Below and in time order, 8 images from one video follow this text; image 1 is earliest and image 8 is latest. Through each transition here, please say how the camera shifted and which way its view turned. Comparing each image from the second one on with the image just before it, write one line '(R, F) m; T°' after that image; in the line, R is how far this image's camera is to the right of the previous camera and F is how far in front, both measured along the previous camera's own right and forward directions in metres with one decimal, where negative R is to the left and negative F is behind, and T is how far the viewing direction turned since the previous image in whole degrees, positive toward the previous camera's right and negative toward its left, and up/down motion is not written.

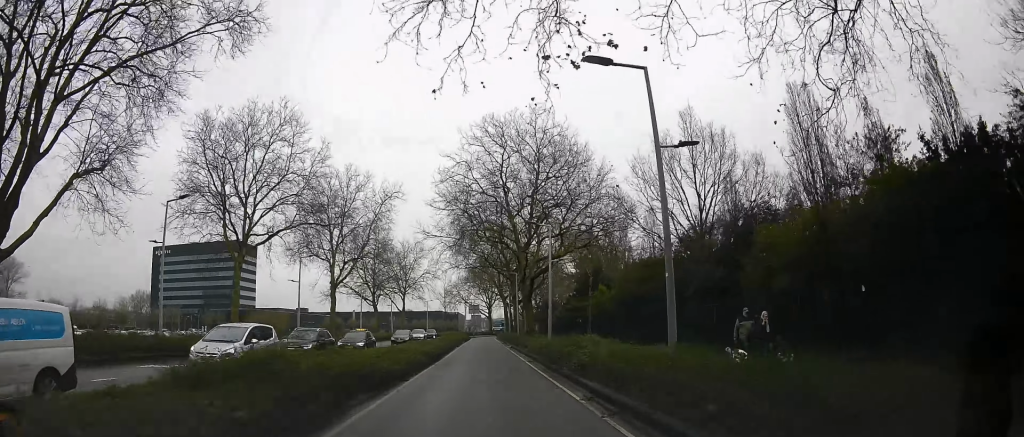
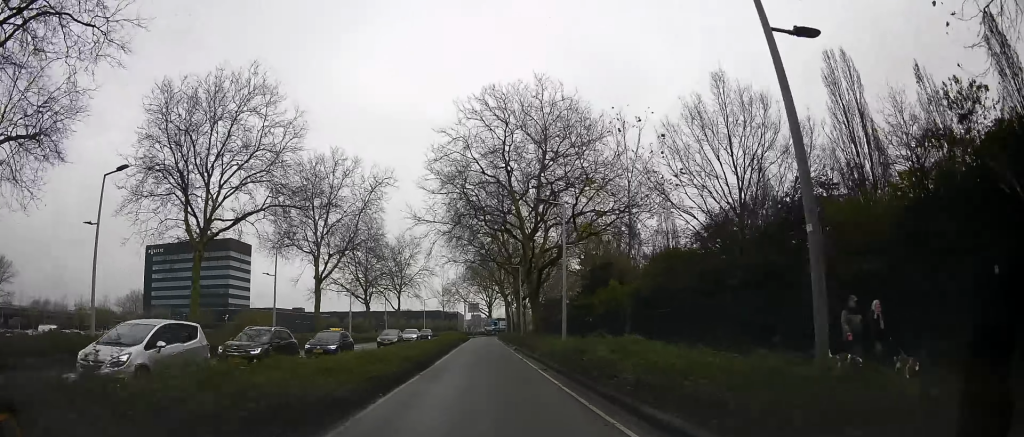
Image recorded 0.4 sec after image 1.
(0.0, +4.6) m; 0°
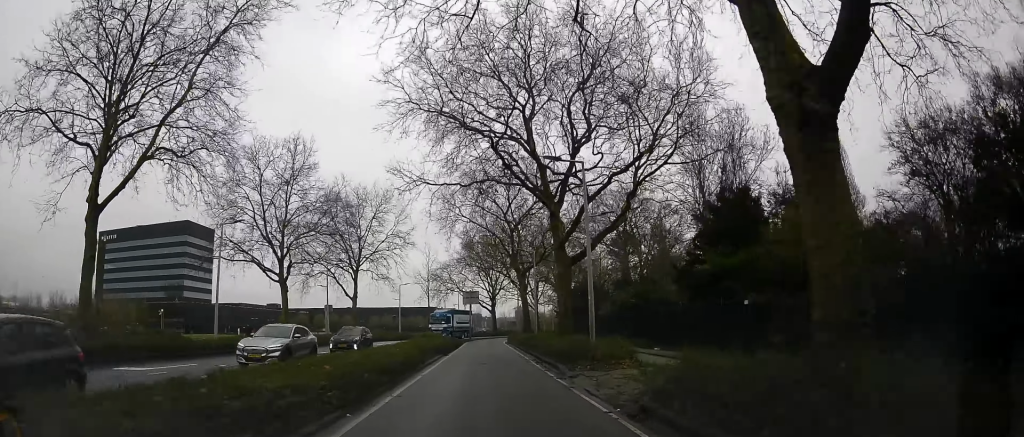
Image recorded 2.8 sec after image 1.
(-0.4, +29.2) m; -2°
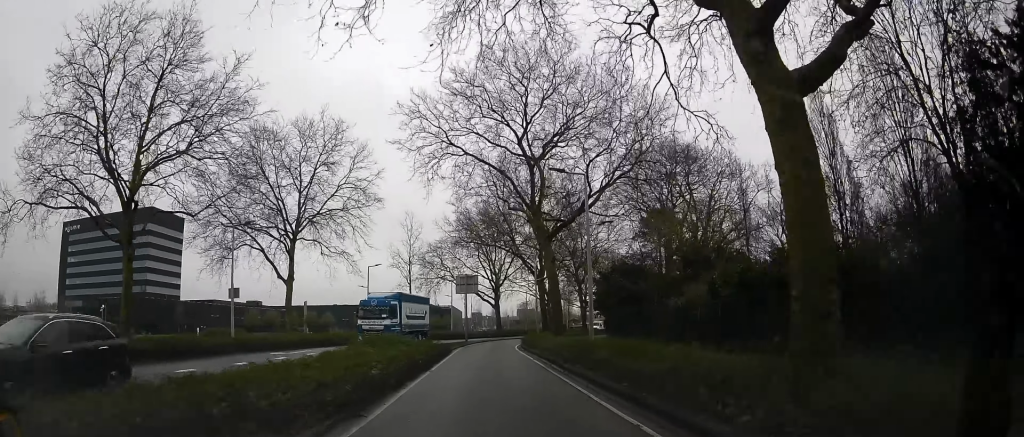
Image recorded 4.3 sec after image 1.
(-0.1, +19.3) m; -1°
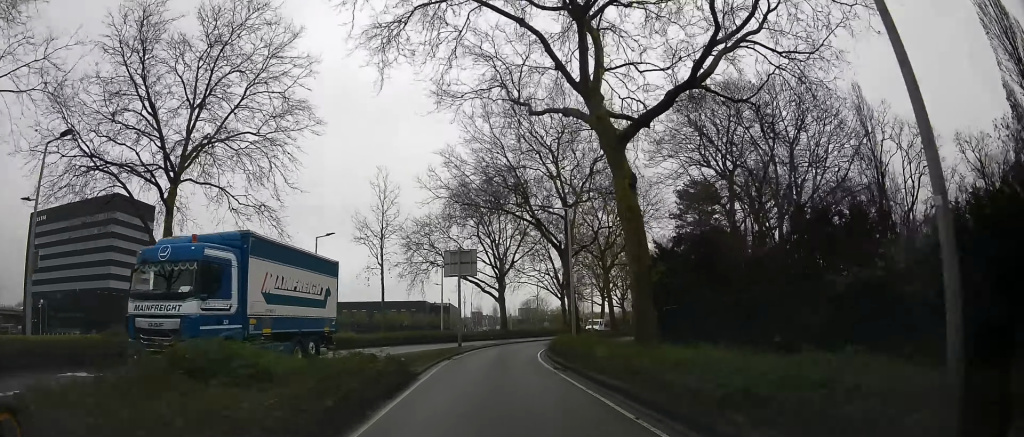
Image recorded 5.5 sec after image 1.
(0.0, +15.8) m; 0°
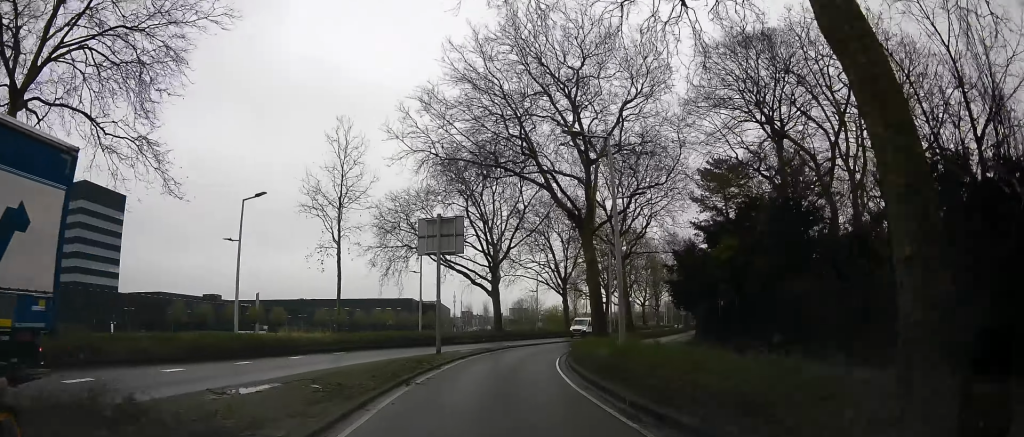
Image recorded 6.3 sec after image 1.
(+0.1, +10.1) m; 0°
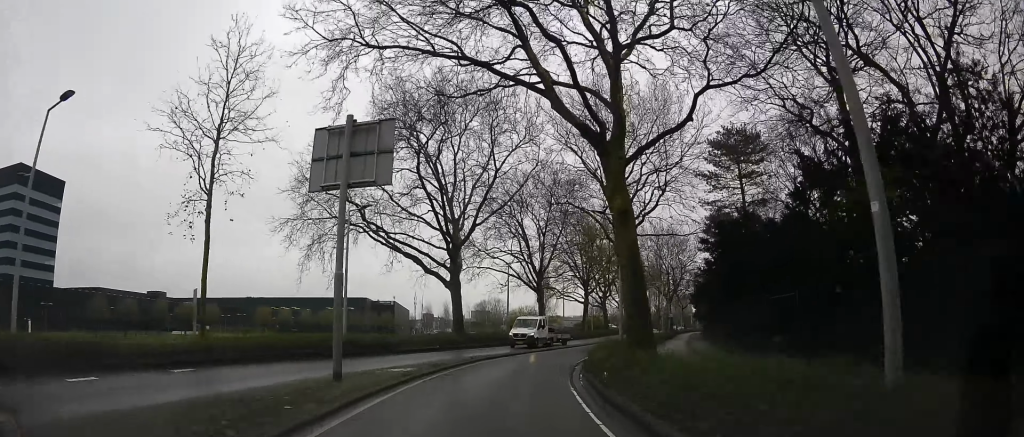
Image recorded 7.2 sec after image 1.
(-0.1, +11.7) m; 0°
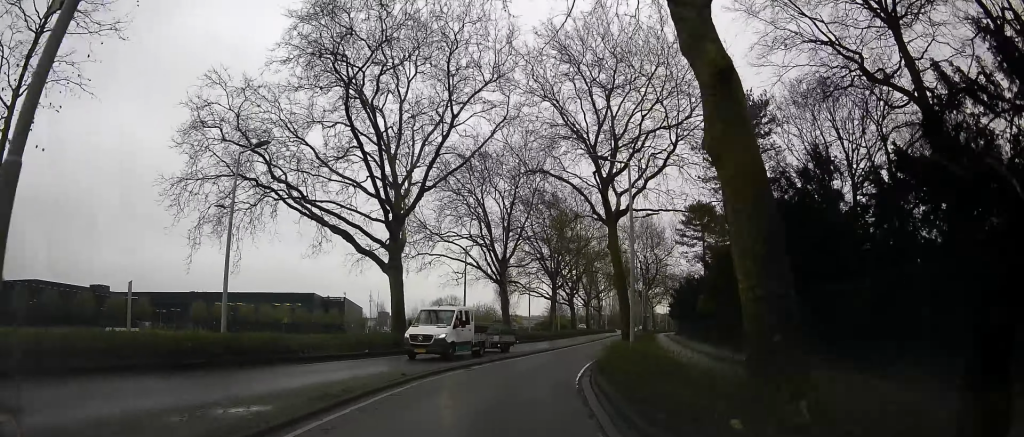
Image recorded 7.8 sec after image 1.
(-0.1, +8.6) m; +3°
